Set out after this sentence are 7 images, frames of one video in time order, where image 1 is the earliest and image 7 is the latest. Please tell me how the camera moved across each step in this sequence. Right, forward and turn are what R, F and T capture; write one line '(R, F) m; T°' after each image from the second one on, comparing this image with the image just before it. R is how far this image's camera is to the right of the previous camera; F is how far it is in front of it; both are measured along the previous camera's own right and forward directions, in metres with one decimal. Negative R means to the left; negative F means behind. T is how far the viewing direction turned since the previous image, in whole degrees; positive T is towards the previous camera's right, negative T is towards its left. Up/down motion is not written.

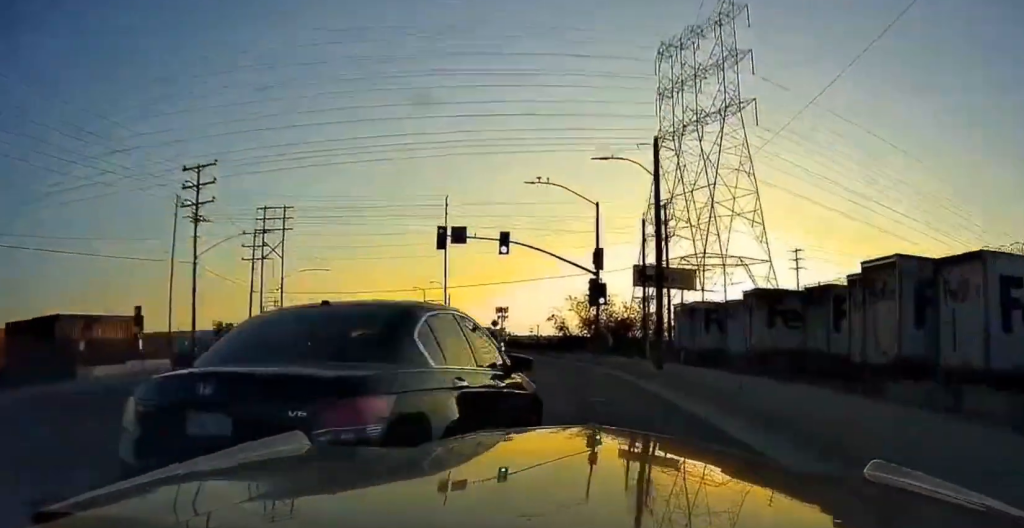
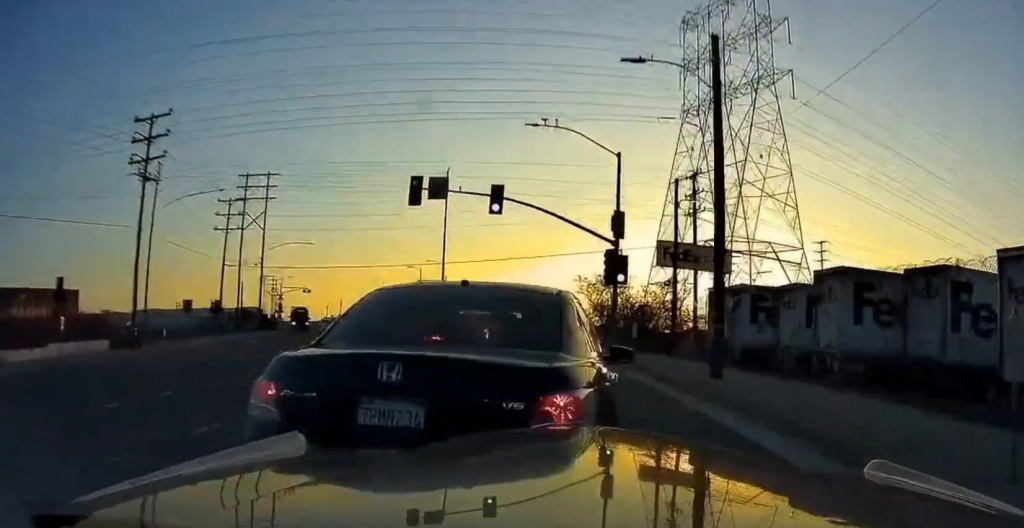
(-0.5, +9.1) m; -2°
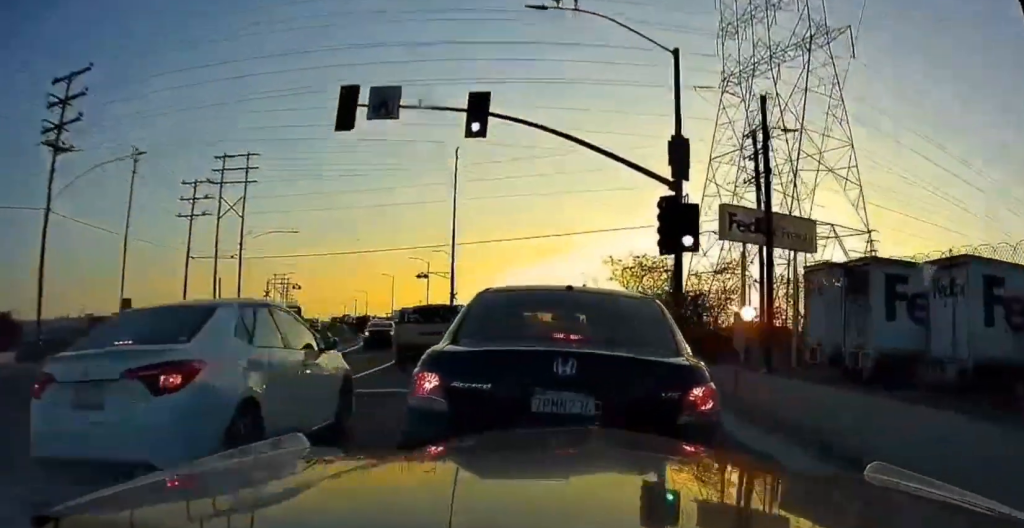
(-0.3, +12.4) m; -2°
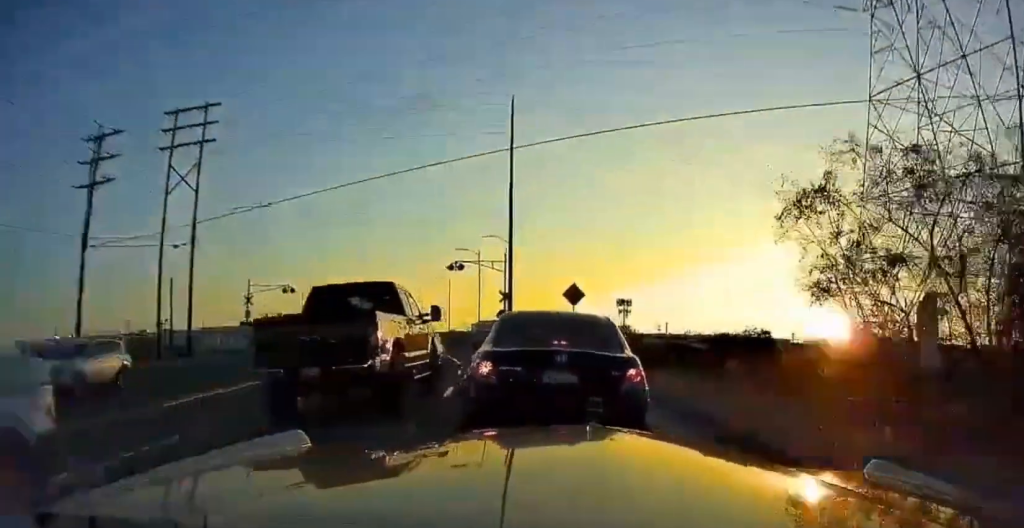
(-1.2, +26.6) m; -9°
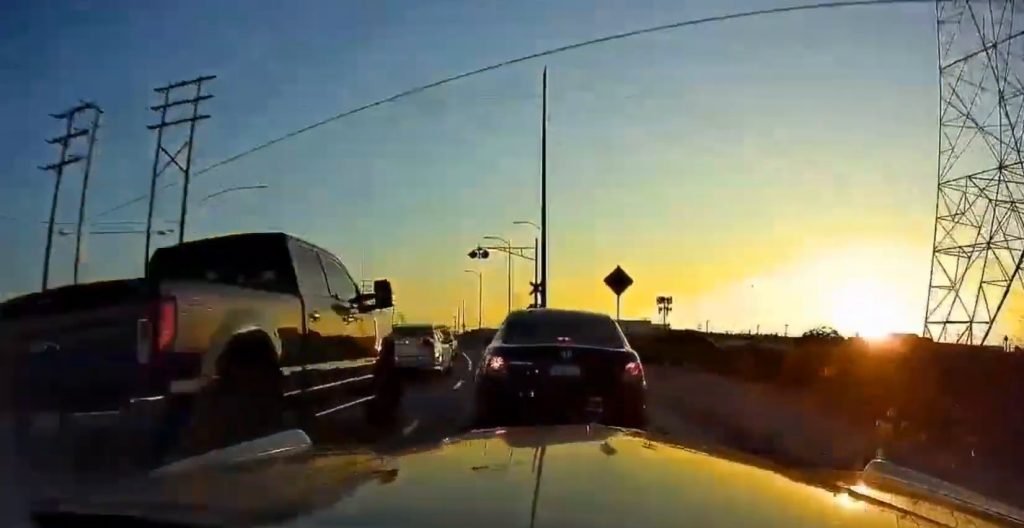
(-0.3, +6.6) m; -2°
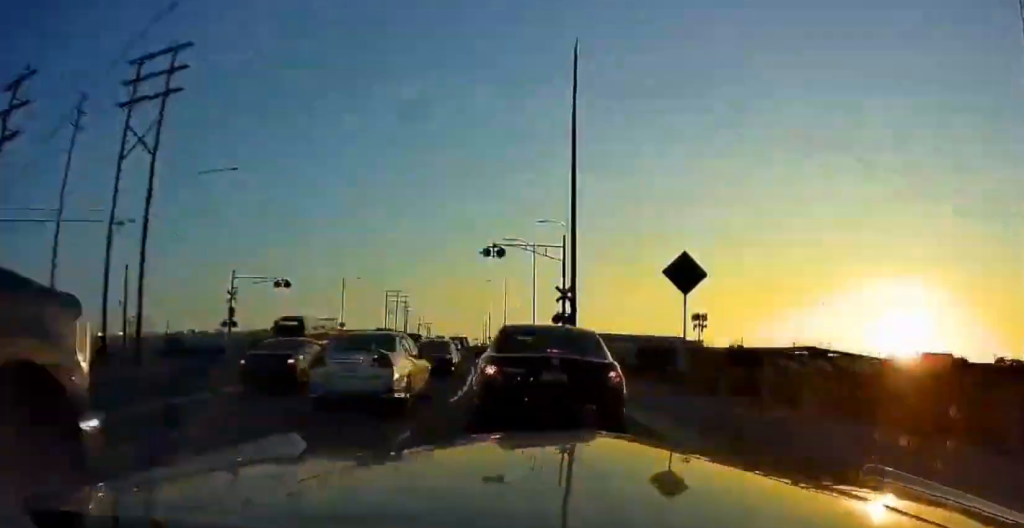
(-0.4, +8.0) m; -1°
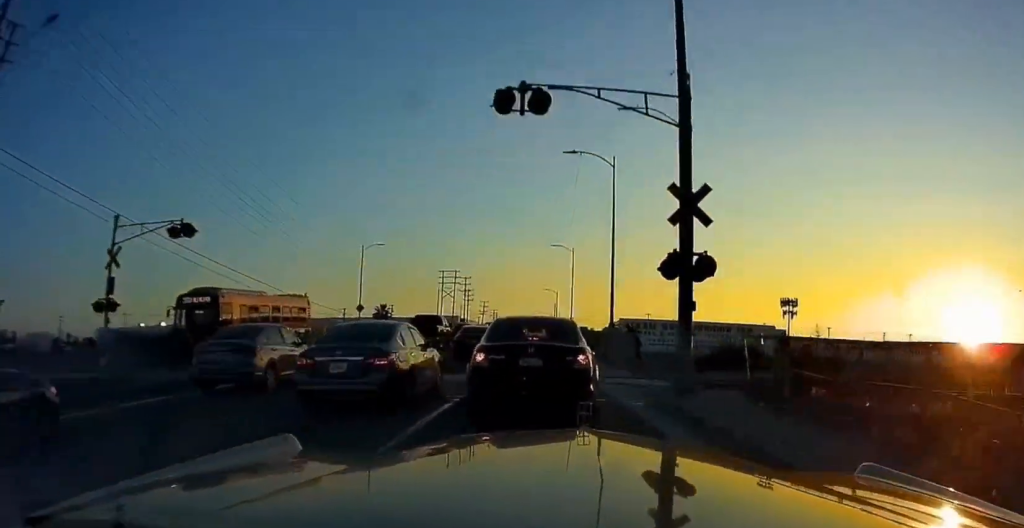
(-0.6, +20.9) m; -6°
